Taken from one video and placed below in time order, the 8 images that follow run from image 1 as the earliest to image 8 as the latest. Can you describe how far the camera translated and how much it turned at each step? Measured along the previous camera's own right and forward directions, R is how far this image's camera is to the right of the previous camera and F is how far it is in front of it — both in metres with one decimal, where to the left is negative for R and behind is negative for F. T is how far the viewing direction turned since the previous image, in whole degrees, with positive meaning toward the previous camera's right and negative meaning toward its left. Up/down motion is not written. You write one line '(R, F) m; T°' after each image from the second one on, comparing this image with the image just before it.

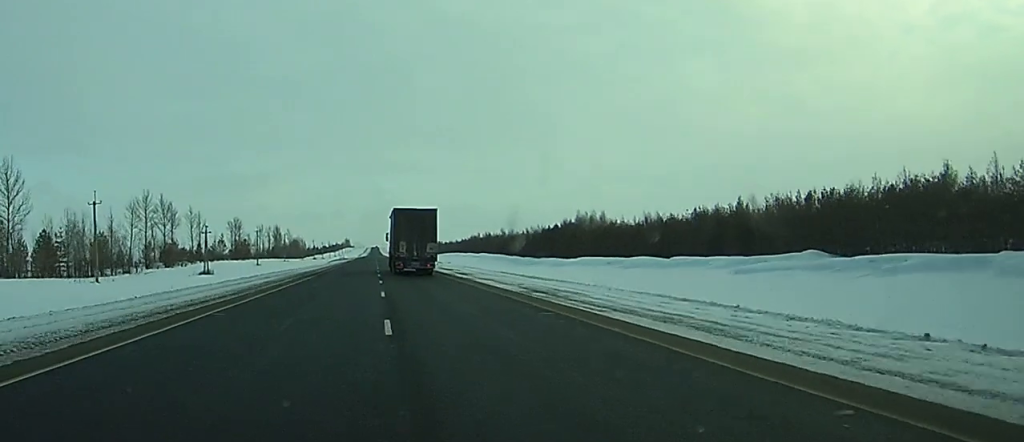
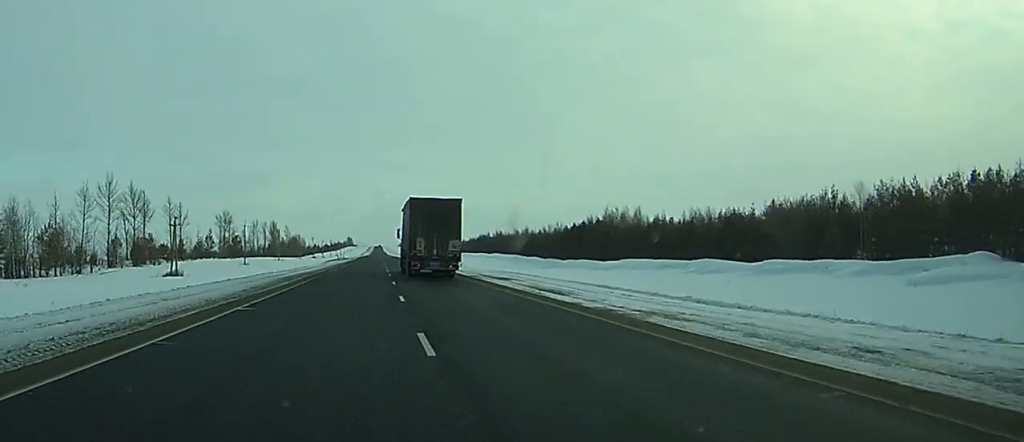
(-0.3, +26.7) m; 0°
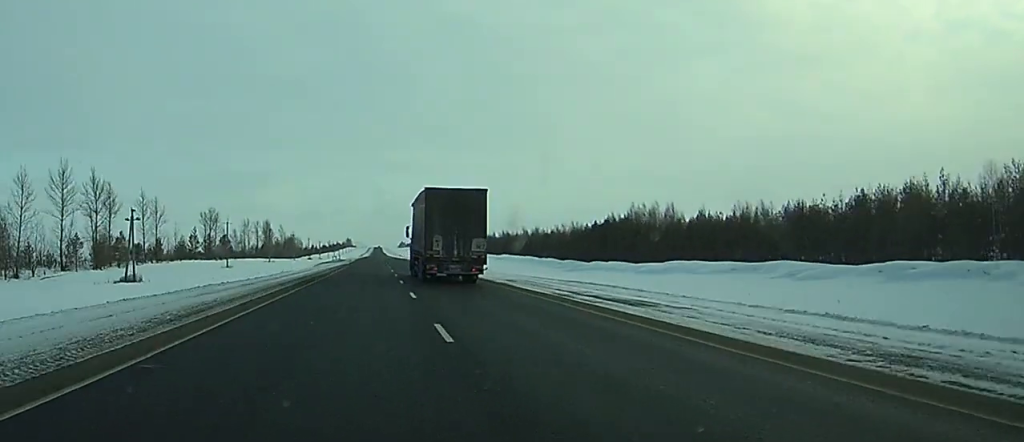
(+0.1, +22.2) m; 0°
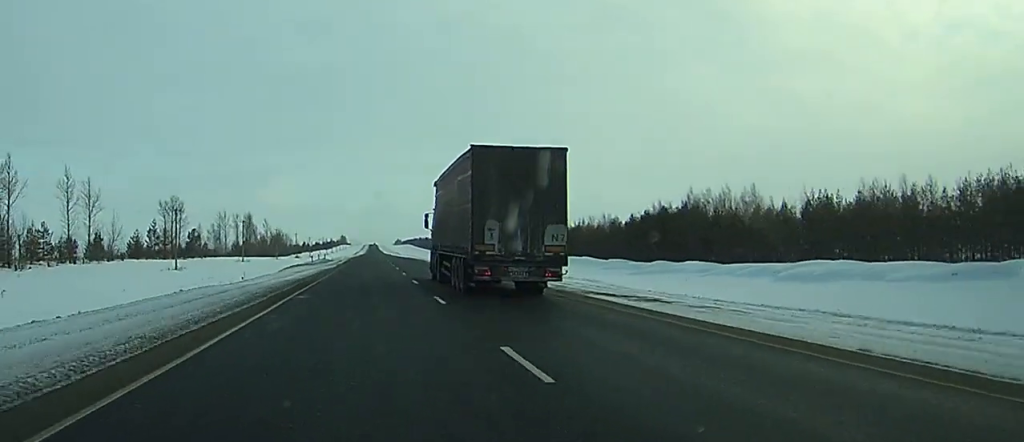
(+0.1, +40.0) m; 0°
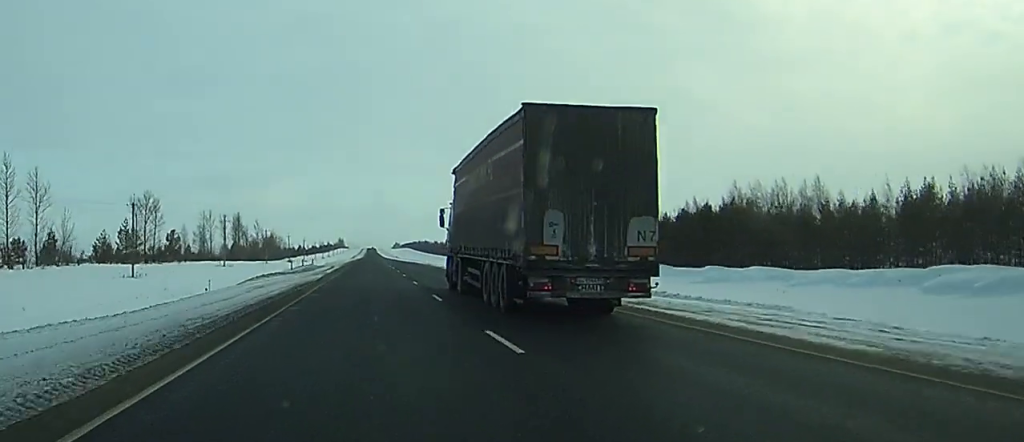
(+0.1, +21.3) m; 0°
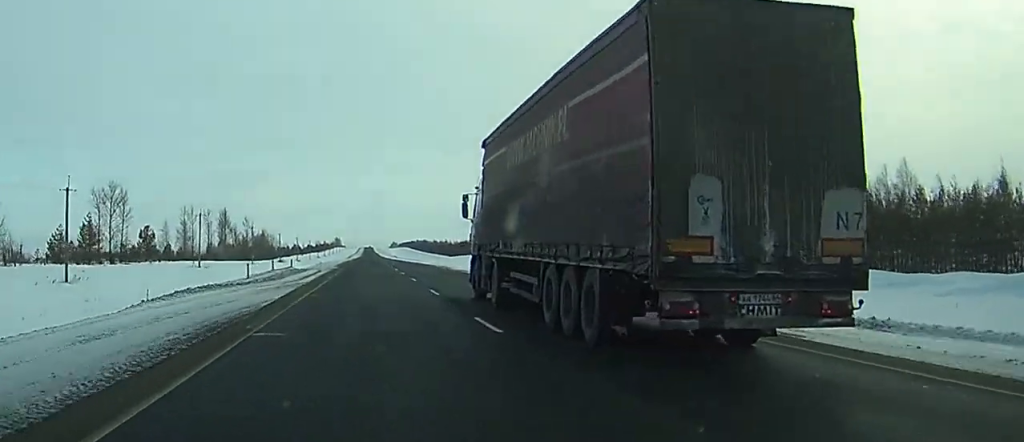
(+0.1, +21.4) m; 0°
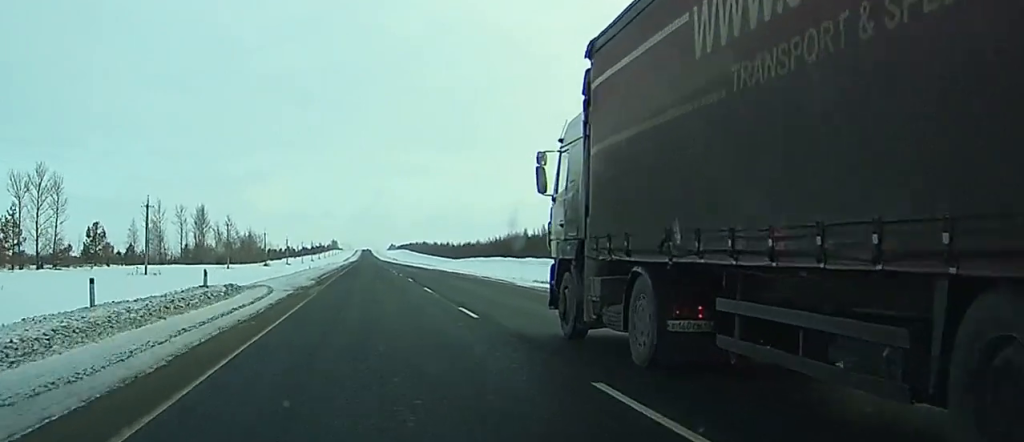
(+0.1, +32.1) m; 0°
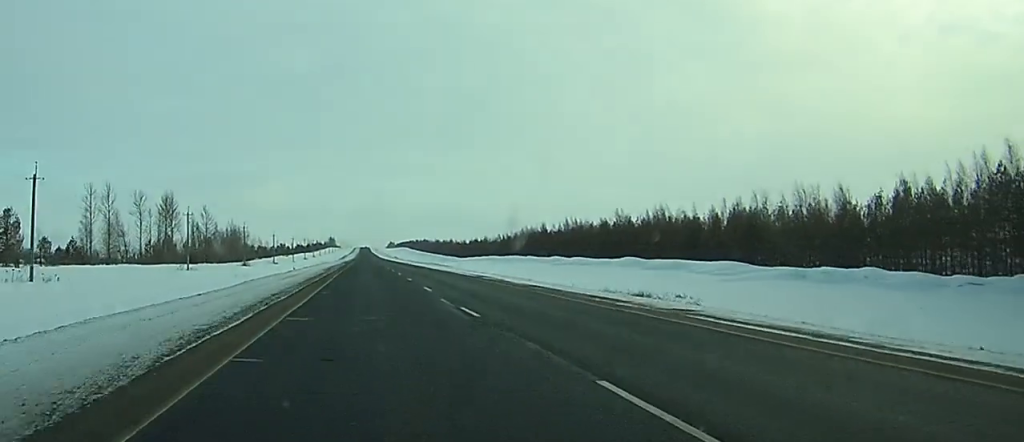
(0.0, +35.7) m; 0°
